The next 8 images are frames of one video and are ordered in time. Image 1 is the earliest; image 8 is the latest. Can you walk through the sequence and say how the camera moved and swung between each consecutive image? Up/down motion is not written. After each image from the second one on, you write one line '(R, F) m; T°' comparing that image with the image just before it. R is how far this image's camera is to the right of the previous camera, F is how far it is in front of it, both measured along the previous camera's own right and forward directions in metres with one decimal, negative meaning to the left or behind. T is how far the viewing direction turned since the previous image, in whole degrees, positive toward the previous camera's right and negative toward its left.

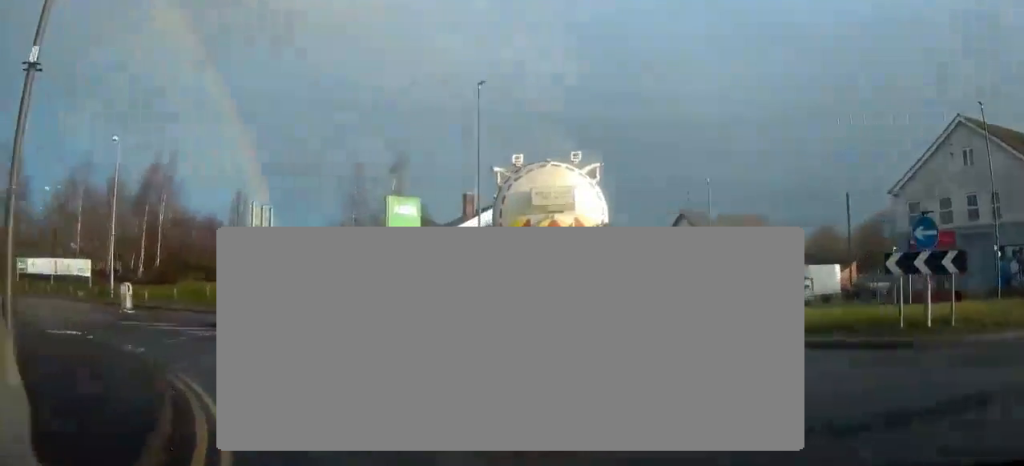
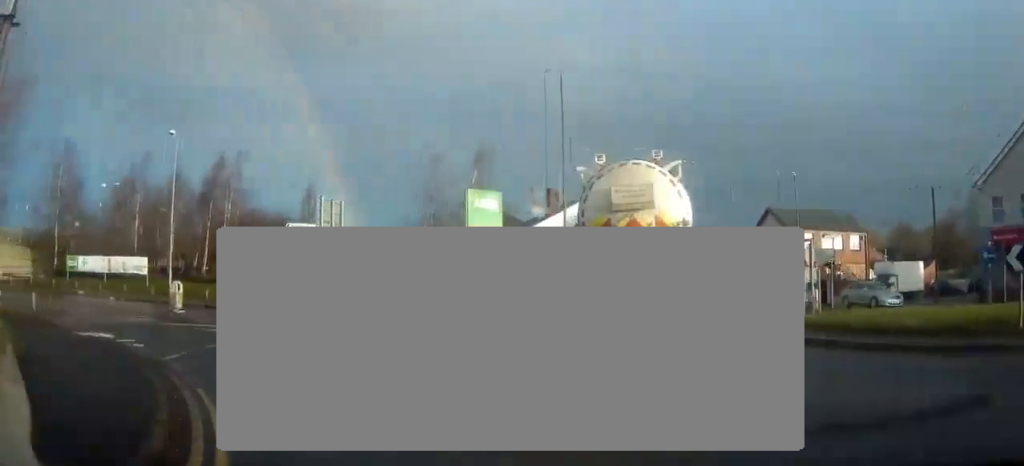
(+0.1, +1.3) m; -9°
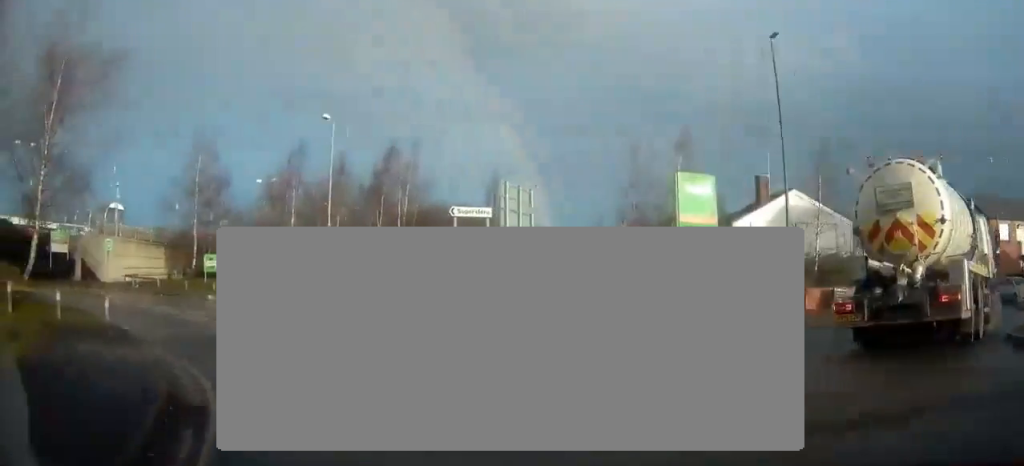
(-0.6, +3.0) m; -16°
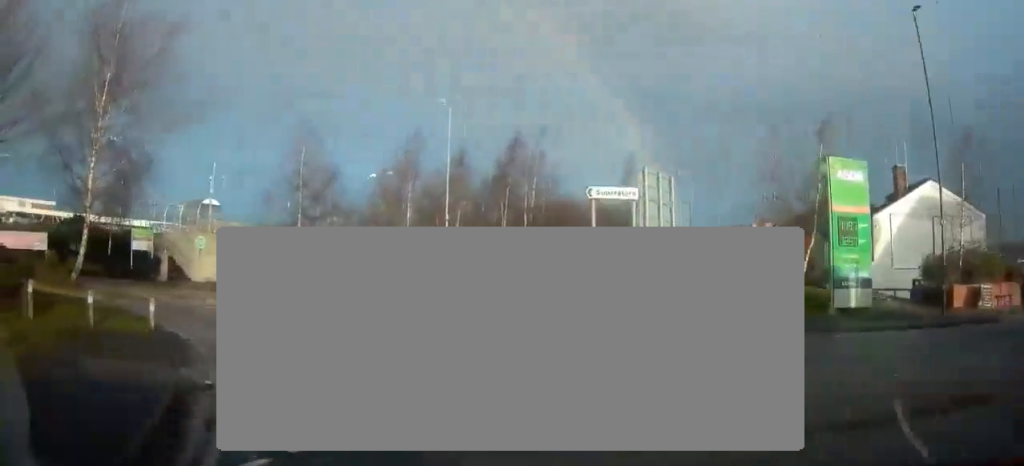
(-0.3, +2.0) m; -8°
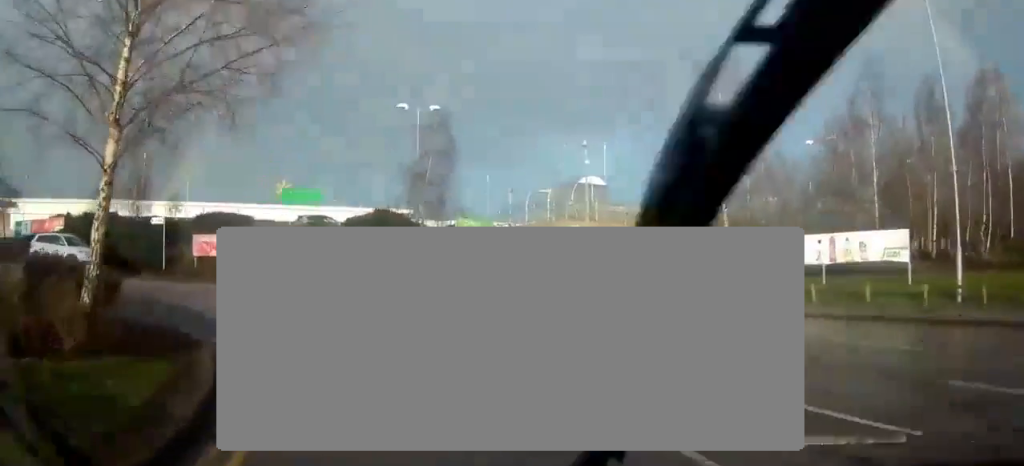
(-3.0, +10.3) m; -42°
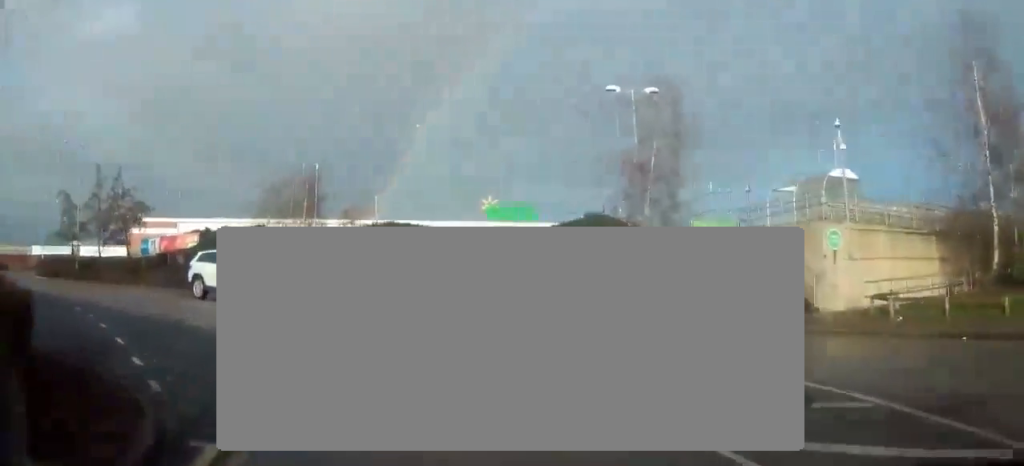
(-0.9, +5.3) m; -31°
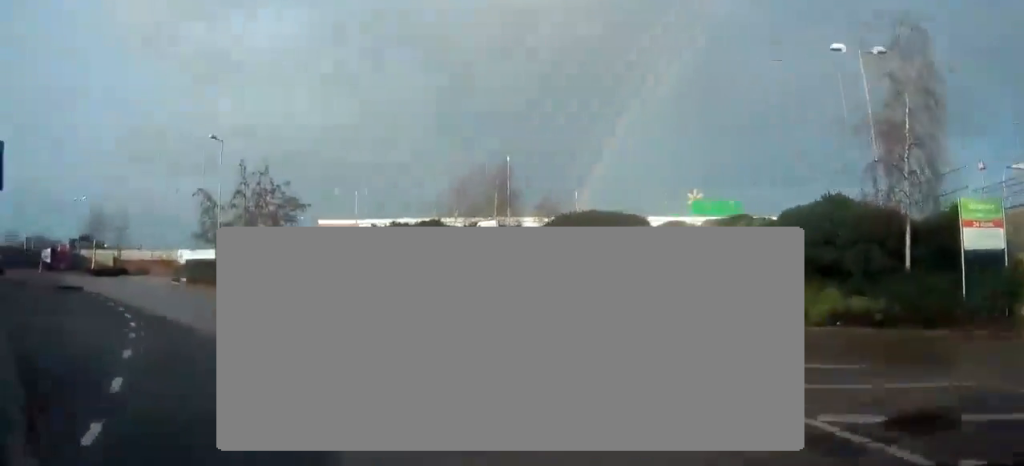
(-1.6, +4.2) m; -18°
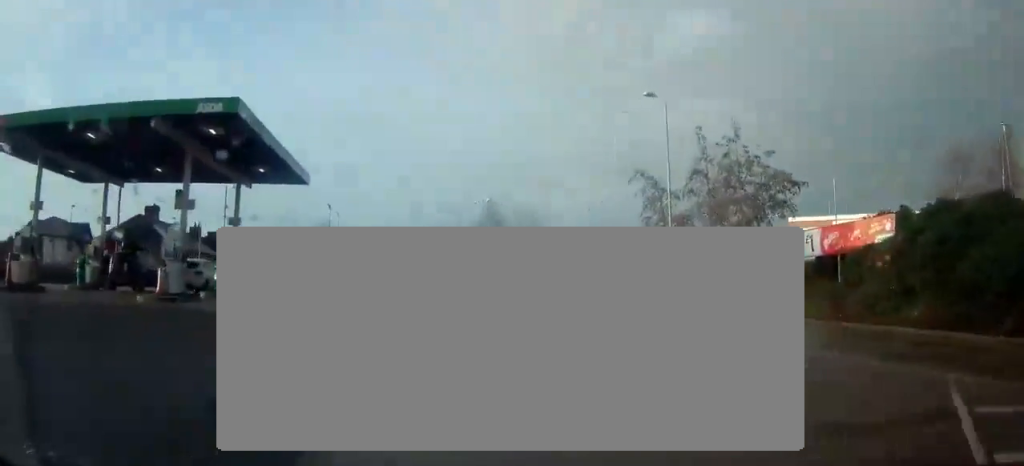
(-1.7, +11.9) m; -8°
